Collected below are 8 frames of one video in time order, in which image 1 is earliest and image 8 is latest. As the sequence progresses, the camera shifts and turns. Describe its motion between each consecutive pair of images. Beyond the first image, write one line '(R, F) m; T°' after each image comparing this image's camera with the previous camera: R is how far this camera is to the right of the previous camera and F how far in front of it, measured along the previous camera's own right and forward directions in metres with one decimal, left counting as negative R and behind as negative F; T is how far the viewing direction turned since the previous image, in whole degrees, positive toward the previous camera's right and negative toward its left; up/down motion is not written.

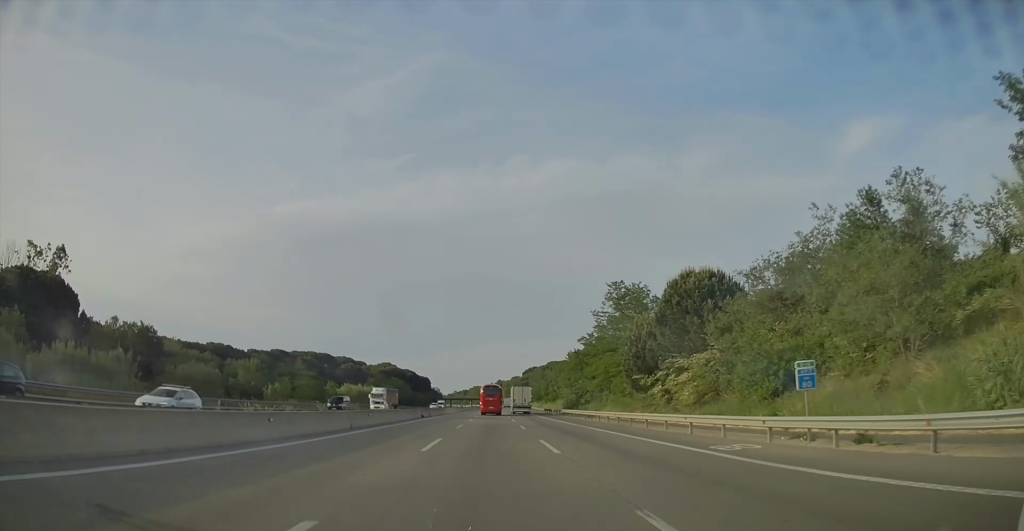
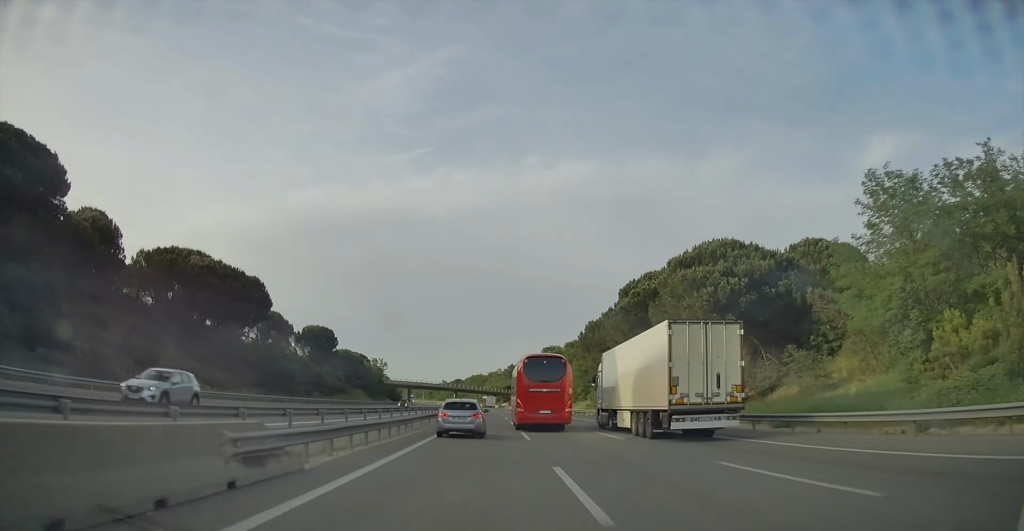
(-10.7, +306.5) m; -6°
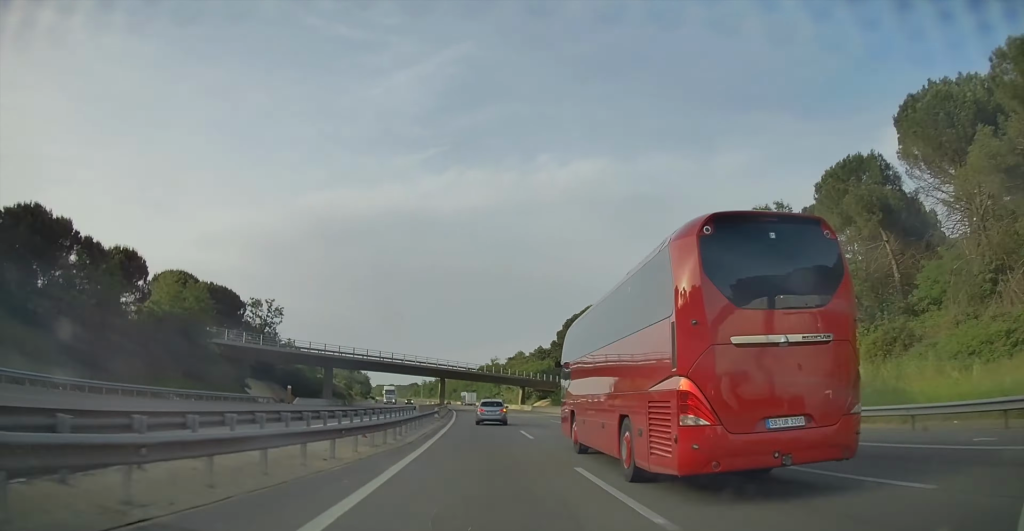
(+0.2, +130.9) m; -4°
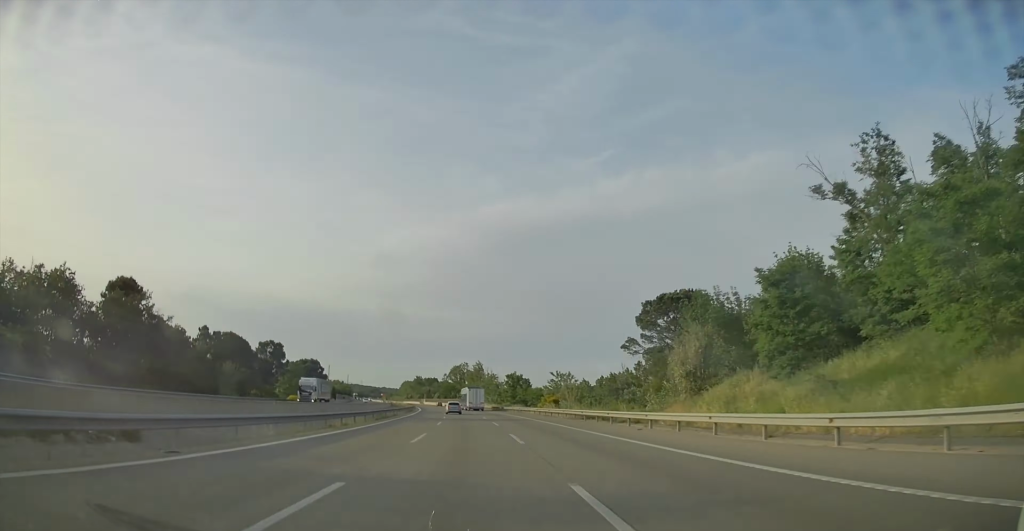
(-44.8, +256.8) m; -12°
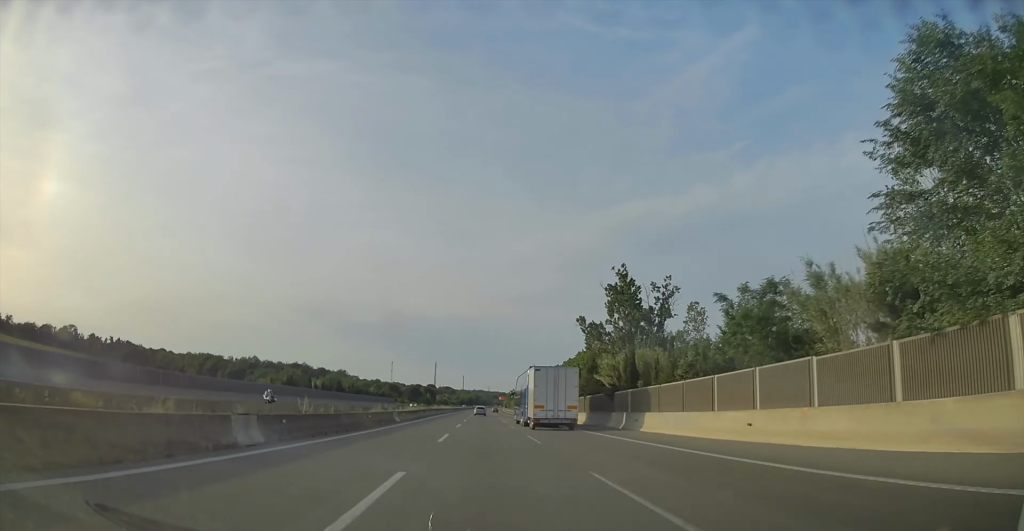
(-10.7, +281.4) m; -3°
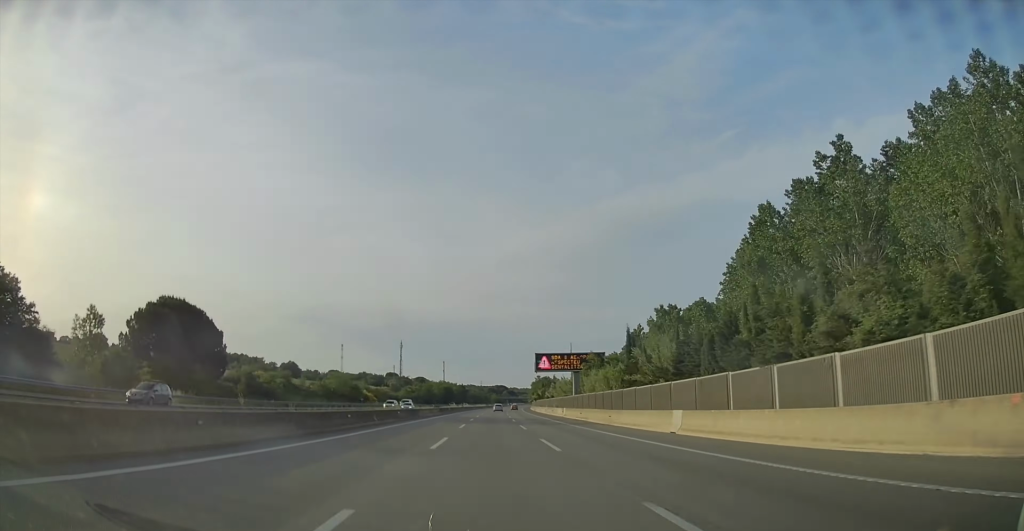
(+0.7, +262.9) m; +2°
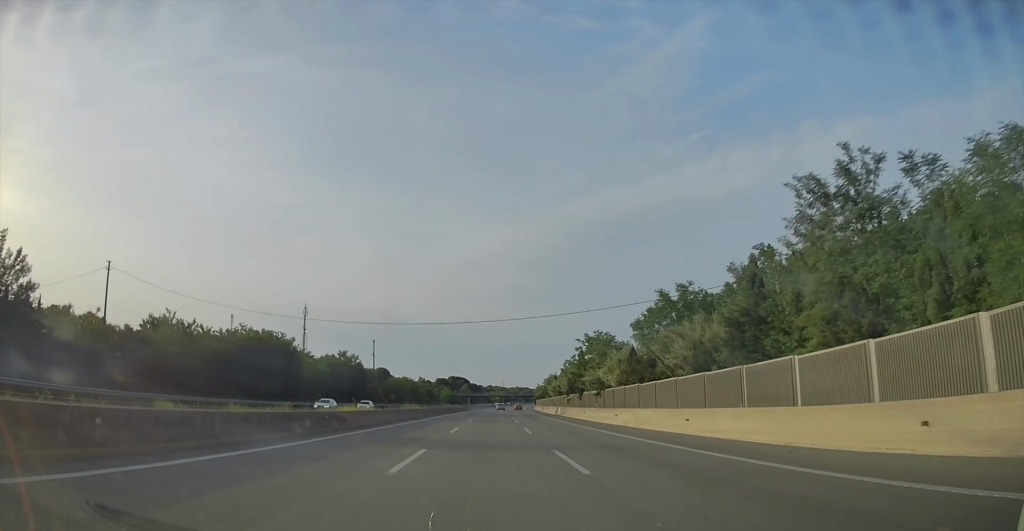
(+5.5, +201.0) m; +3°
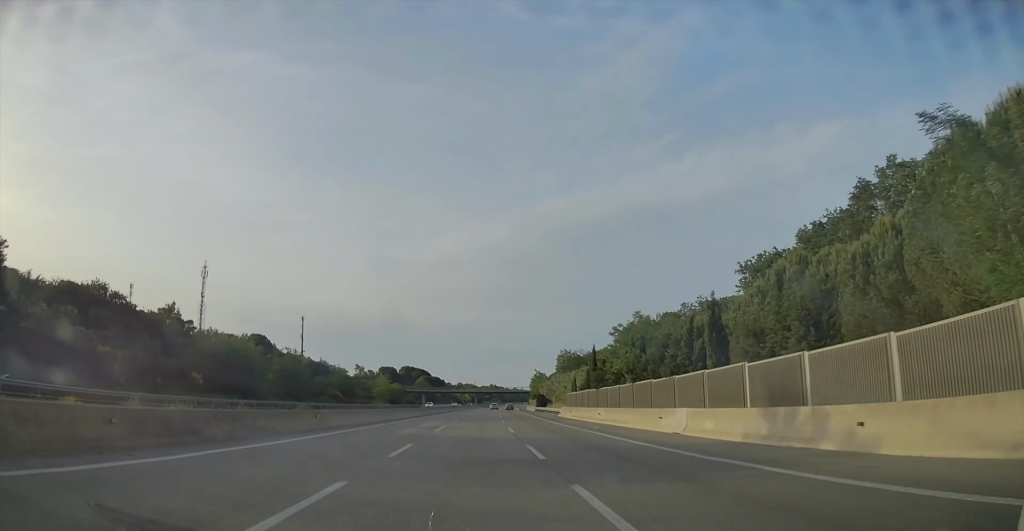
(-1.1, +105.3) m; +2°
